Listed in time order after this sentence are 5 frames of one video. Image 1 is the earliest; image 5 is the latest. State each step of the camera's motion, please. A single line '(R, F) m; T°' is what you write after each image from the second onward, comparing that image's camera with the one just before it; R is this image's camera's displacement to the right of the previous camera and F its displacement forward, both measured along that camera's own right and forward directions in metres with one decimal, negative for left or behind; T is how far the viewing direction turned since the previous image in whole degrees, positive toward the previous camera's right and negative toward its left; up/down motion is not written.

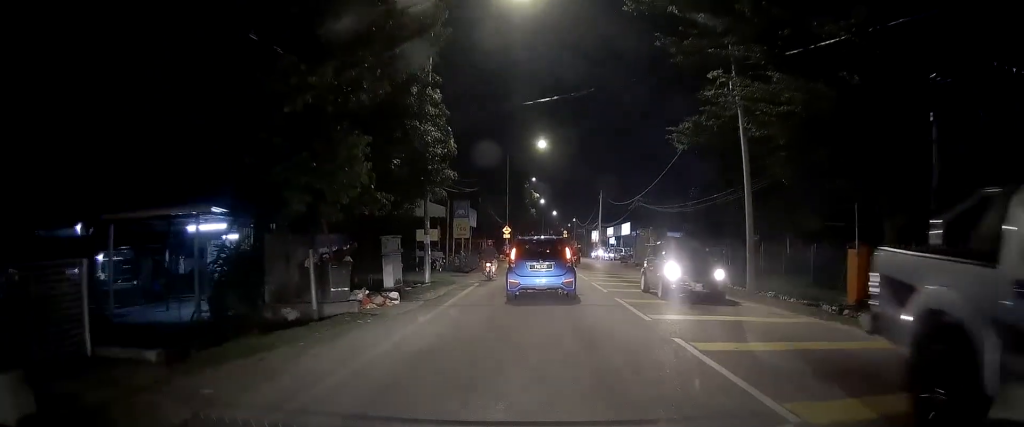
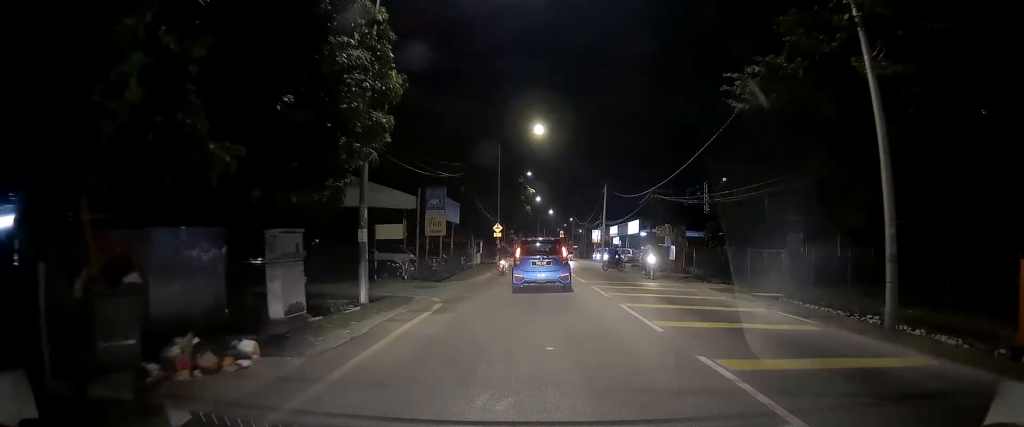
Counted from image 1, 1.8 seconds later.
(-0.7, +7.1) m; -2°
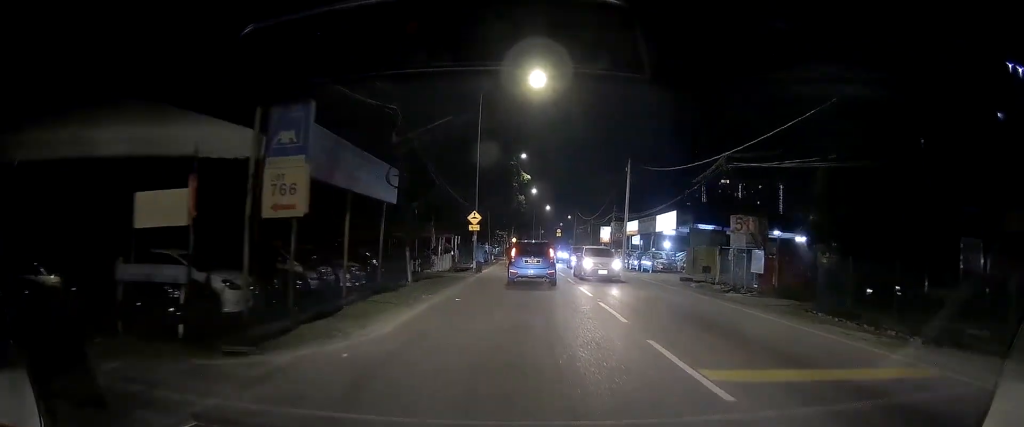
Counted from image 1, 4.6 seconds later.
(+0.7, +15.9) m; +1°
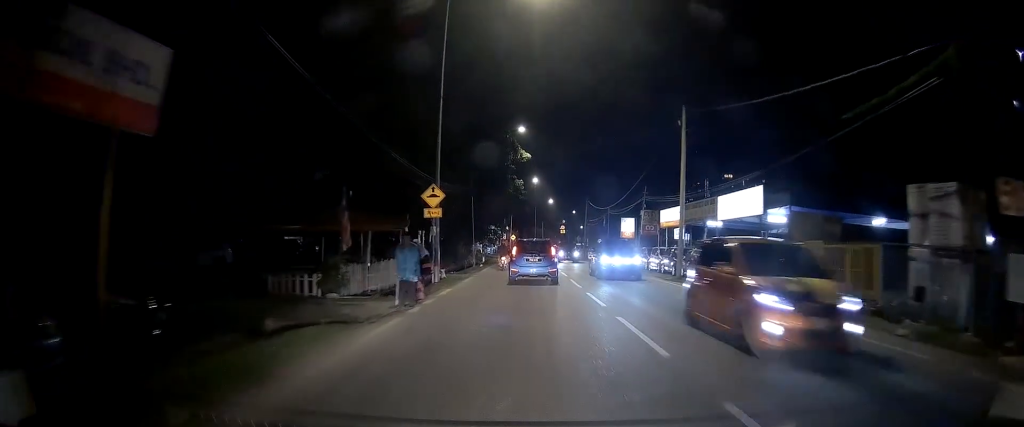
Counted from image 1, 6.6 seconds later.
(+0.6, +15.1) m; +2°
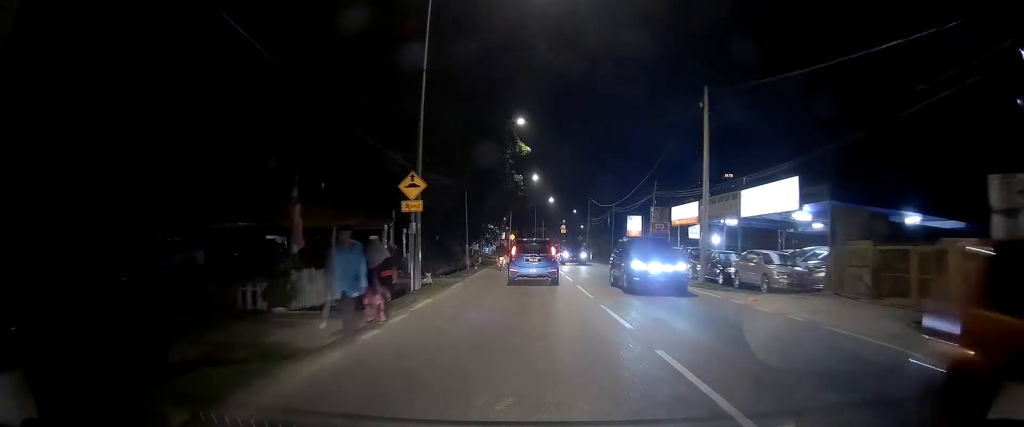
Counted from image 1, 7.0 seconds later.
(+0.1, +3.5) m; 0°
